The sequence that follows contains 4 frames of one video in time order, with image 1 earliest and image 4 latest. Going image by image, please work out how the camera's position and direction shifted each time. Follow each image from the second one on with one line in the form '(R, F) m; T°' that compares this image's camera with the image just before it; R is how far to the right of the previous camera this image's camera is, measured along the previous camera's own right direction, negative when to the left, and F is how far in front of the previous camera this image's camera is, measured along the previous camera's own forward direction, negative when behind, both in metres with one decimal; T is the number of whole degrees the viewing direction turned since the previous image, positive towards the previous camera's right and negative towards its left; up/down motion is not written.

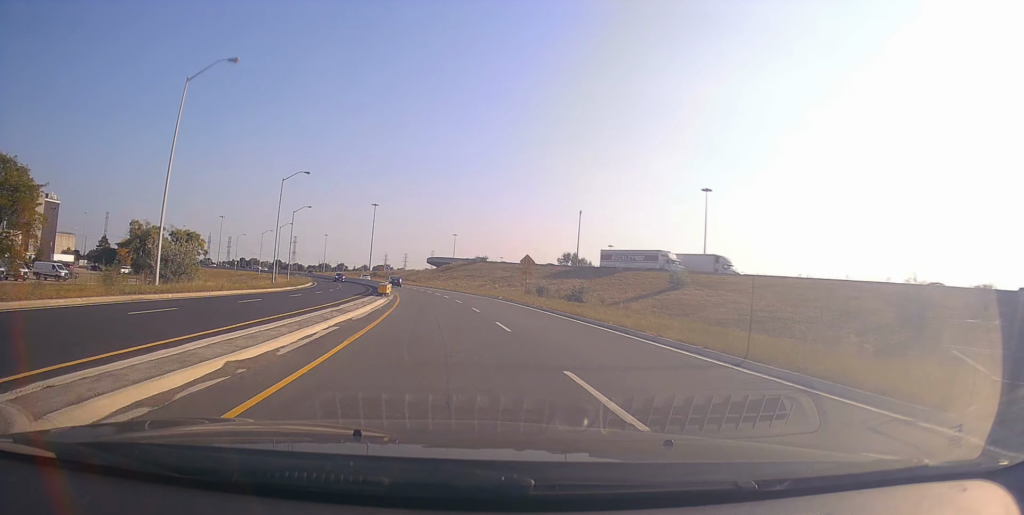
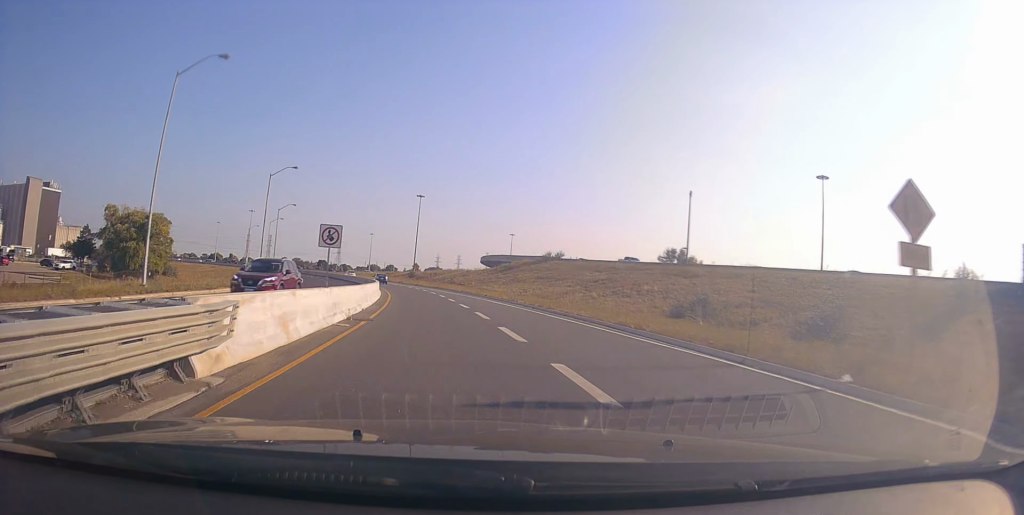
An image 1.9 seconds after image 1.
(-1.4, +37.5) m; -6°
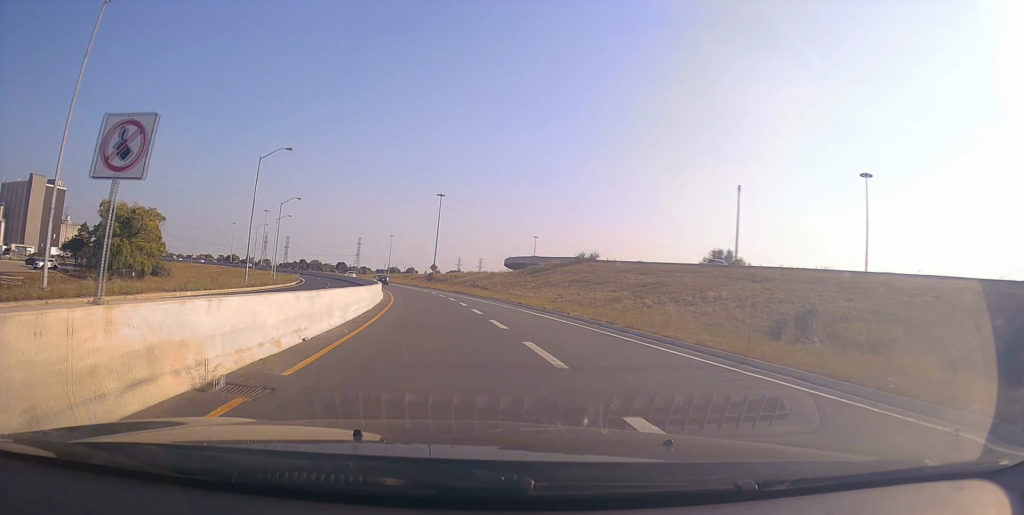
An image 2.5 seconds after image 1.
(-0.1, +10.5) m; -2°
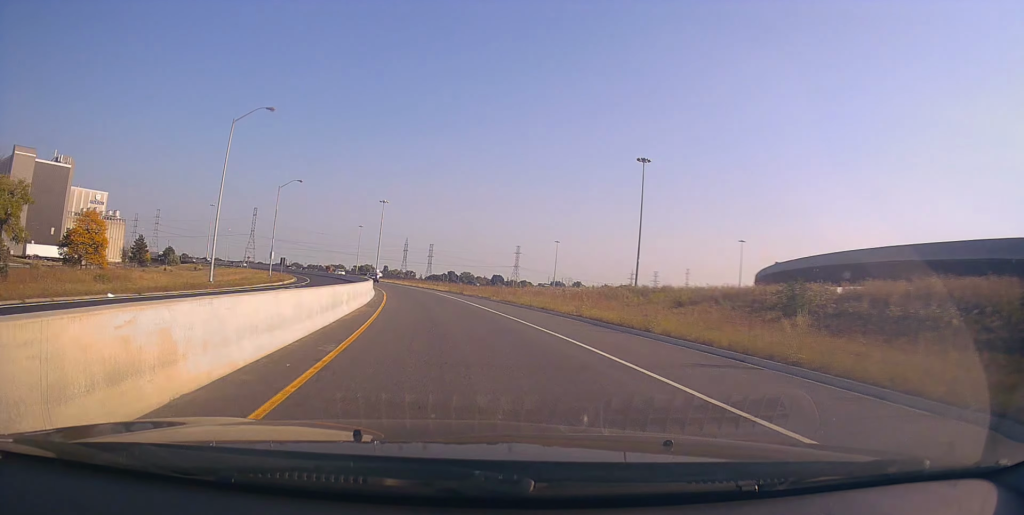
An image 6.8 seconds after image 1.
(-12.5, +88.4) m; -16°
